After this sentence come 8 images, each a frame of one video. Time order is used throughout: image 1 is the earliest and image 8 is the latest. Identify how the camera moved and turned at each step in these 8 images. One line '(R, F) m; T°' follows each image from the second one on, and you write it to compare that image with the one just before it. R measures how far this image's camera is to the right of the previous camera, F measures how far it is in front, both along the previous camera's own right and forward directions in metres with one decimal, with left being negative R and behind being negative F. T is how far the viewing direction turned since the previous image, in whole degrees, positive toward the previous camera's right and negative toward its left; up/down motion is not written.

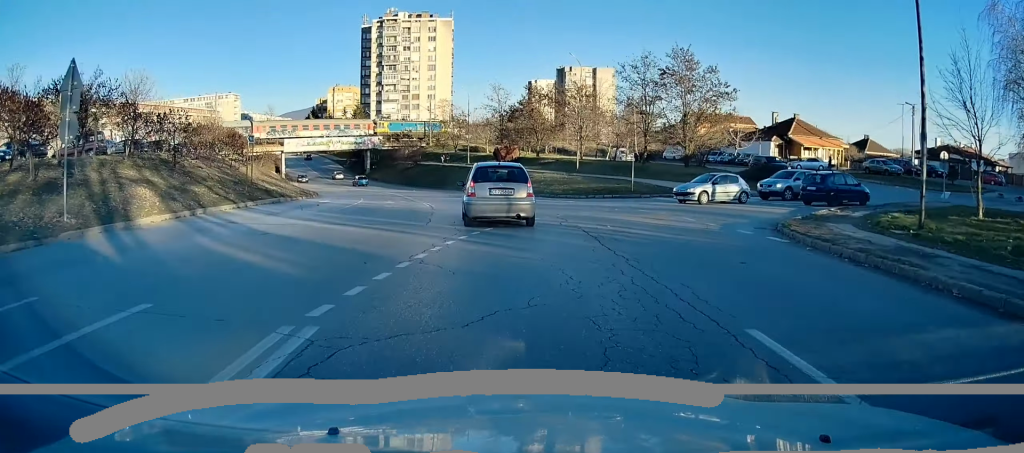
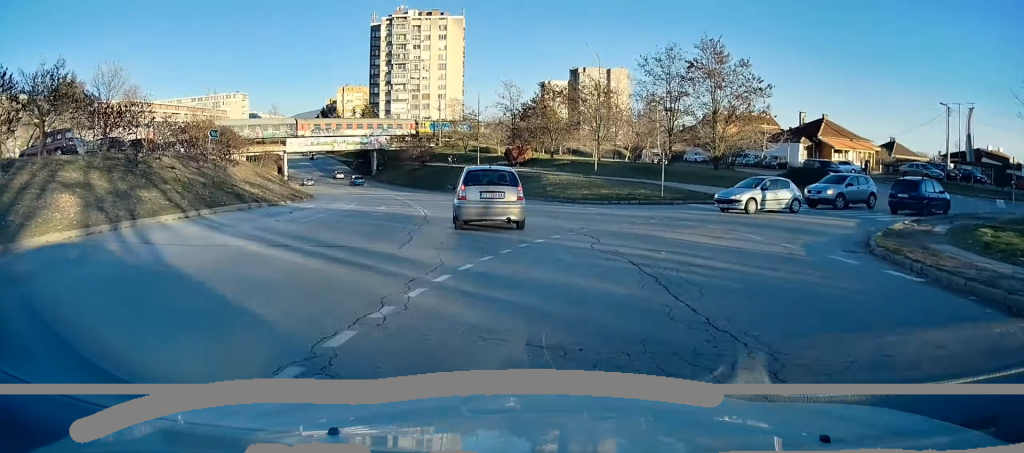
(-0.3, +4.7) m; -1°
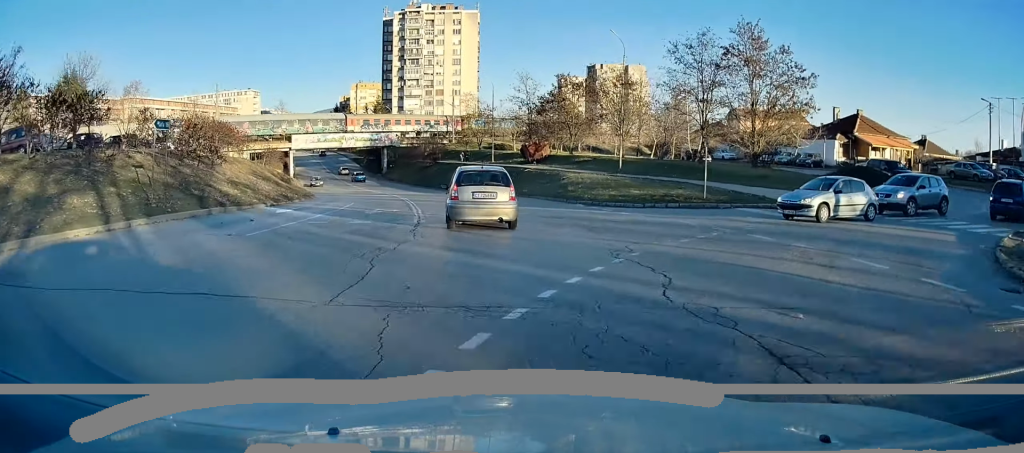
(-0.3, +4.7) m; -1°
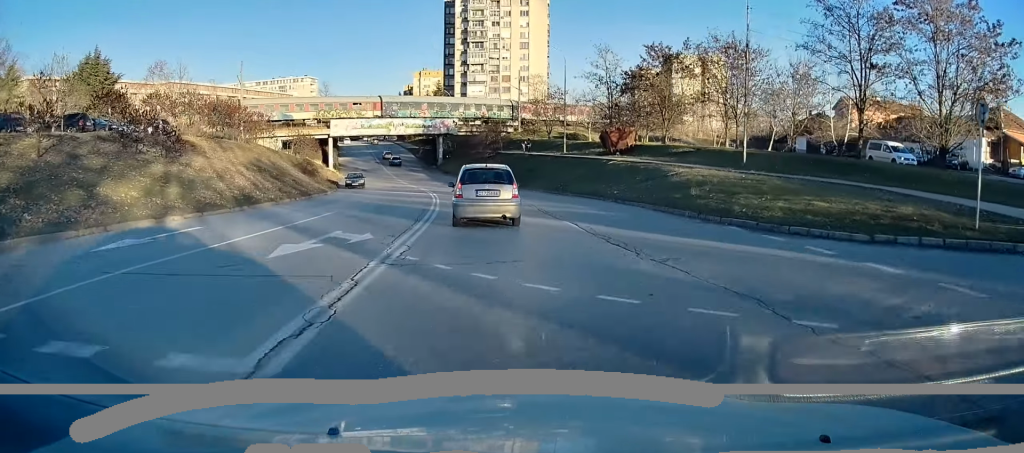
(+0.2, +13.5) m; -3°
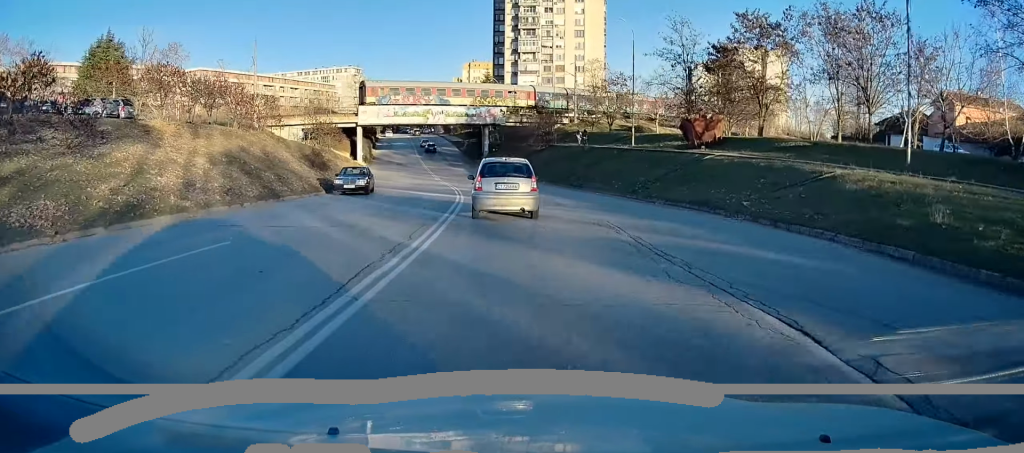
(-0.8, +10.9) m; -6°
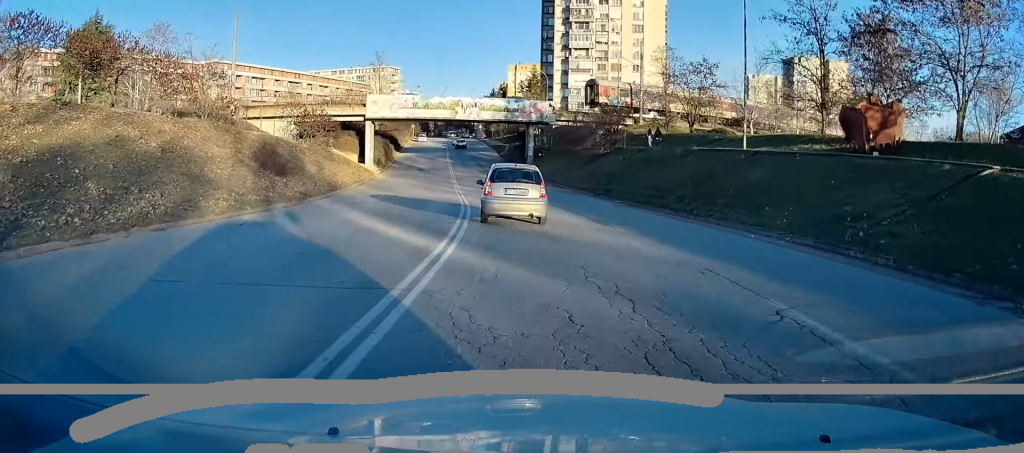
(-1.0, +16.5) m; -6°
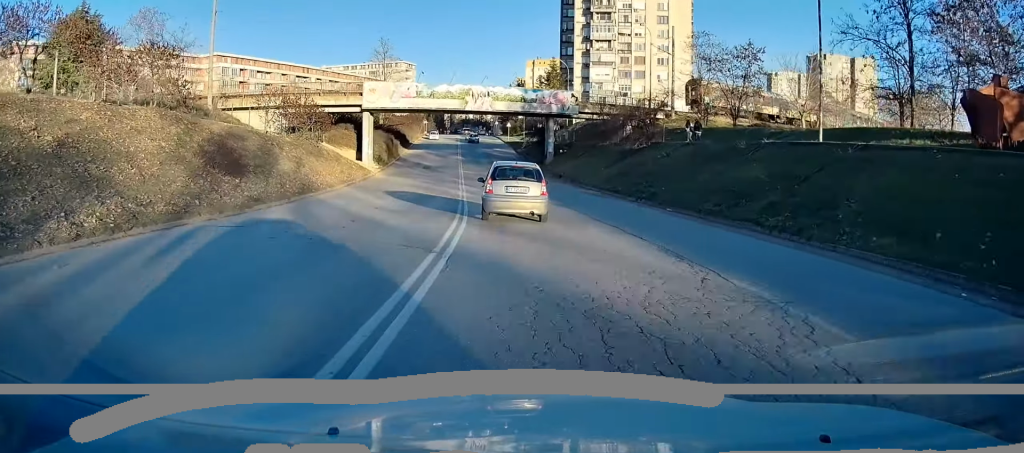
(-0.1, +7.3) m; -2°
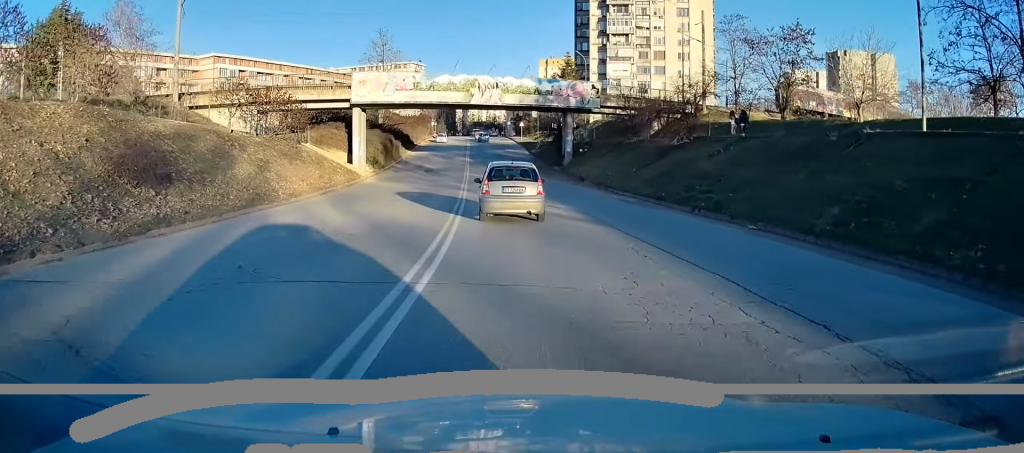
(-0.2, +7.2) m; -1°
